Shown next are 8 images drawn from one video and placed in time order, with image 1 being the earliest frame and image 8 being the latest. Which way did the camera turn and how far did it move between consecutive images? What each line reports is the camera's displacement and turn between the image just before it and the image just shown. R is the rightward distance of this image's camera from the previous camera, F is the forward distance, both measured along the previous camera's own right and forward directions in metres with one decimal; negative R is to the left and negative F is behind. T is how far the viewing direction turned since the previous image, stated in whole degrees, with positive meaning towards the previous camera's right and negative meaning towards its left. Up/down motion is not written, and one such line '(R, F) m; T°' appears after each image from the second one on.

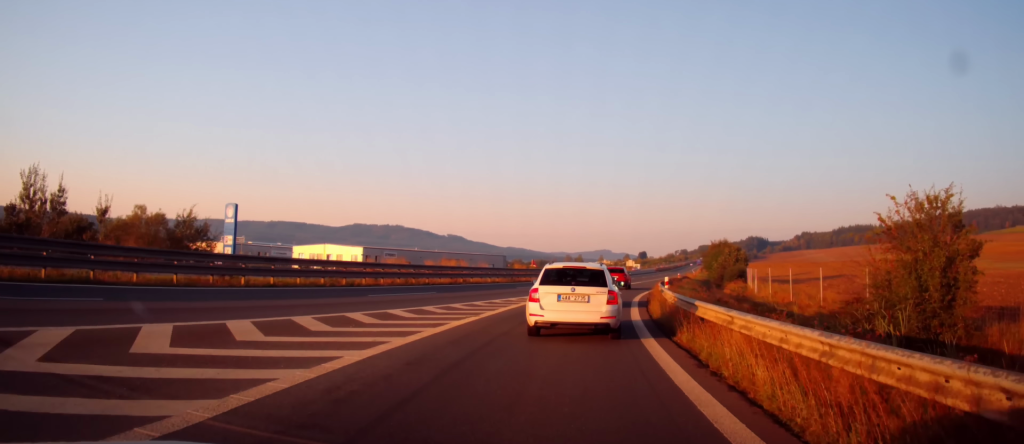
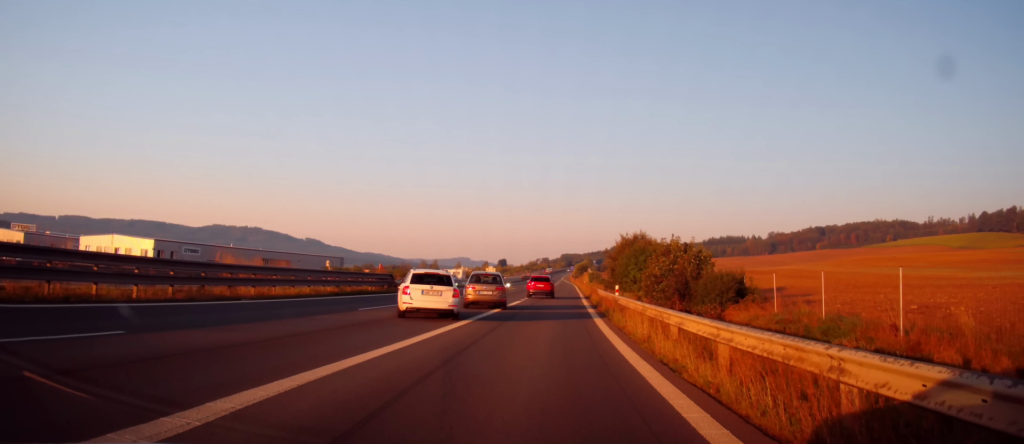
(+2.4, +34.9) m; +9°
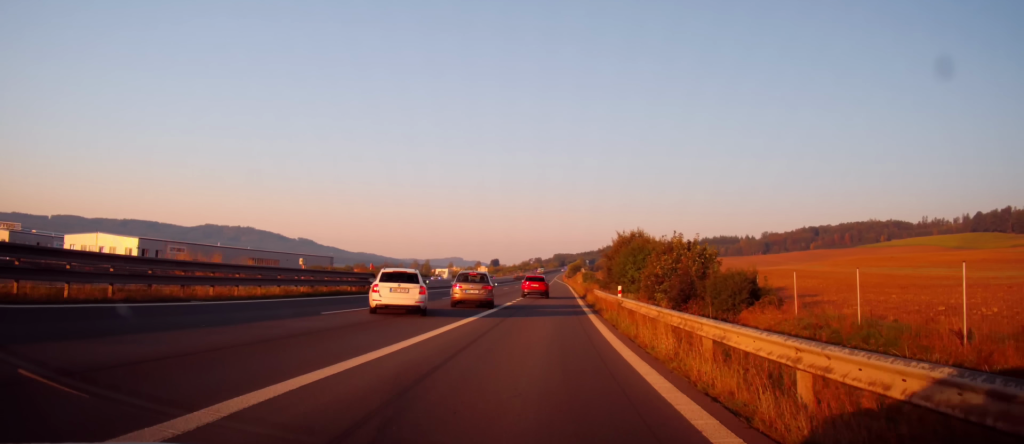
(+0.1, +5.7) m; +1°
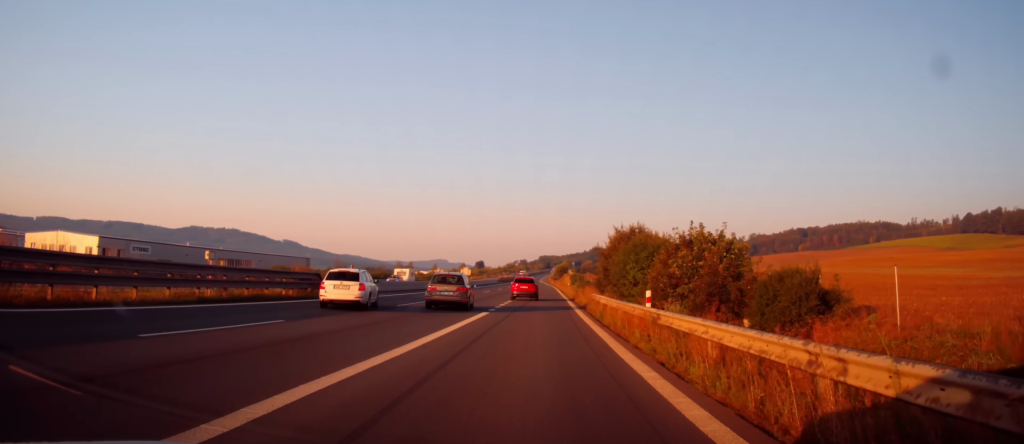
(+0.1, +6.9) m; +1°
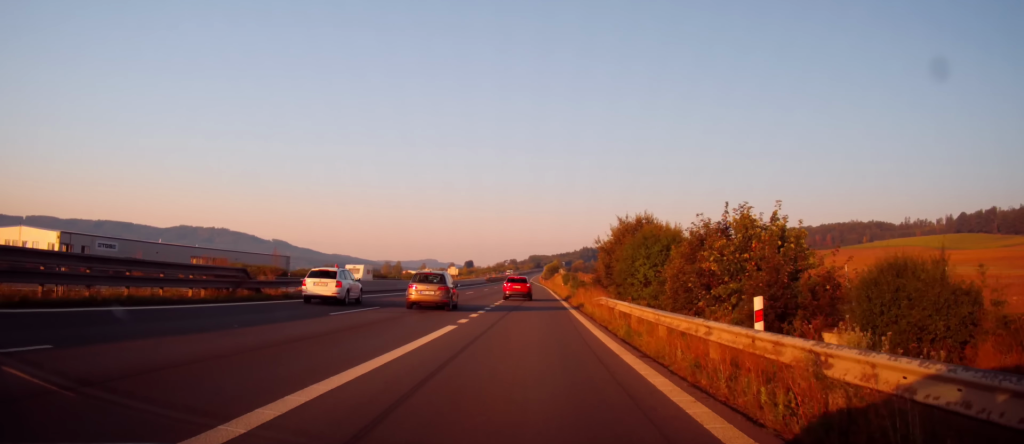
(0.0, +7.1) m; +1°
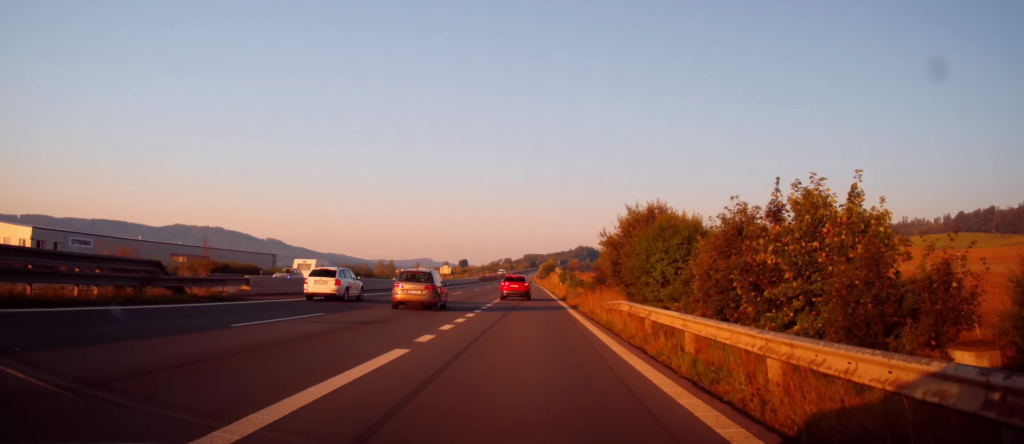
(0.0, +5.6) m; 0°
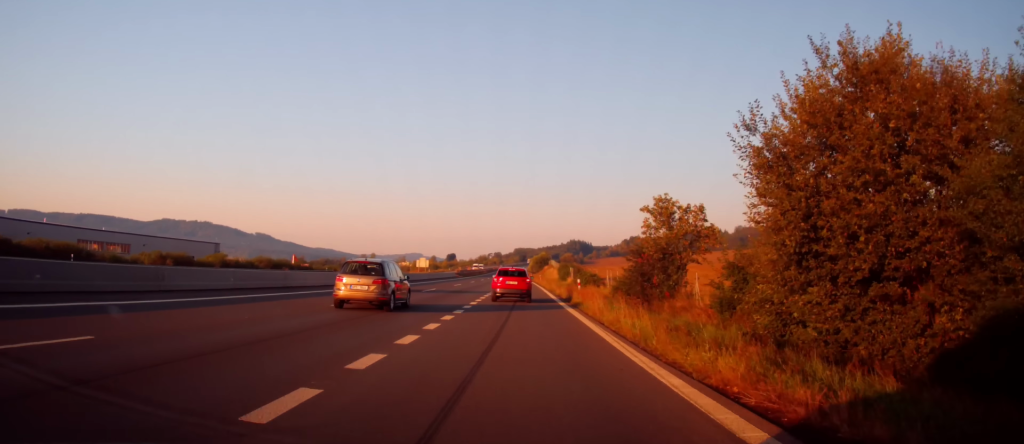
(+0.2, +26.6) m; +1°
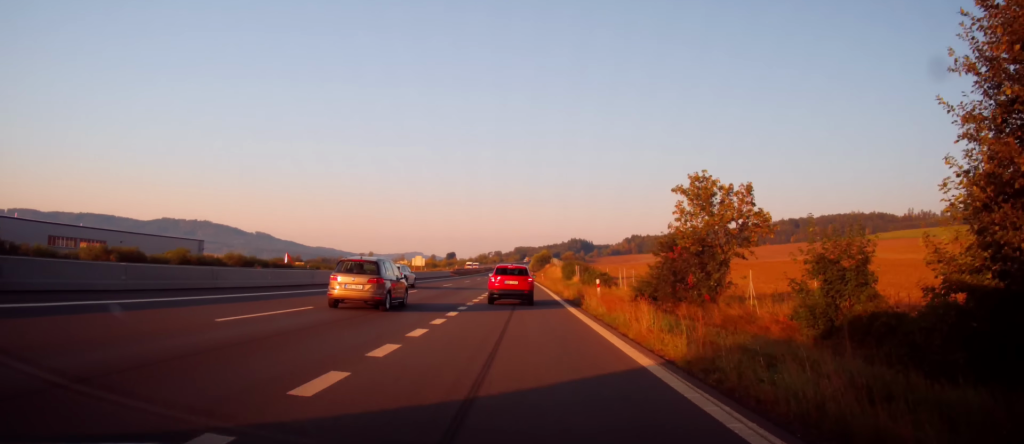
(+0.1, +7.7) m; 0°
